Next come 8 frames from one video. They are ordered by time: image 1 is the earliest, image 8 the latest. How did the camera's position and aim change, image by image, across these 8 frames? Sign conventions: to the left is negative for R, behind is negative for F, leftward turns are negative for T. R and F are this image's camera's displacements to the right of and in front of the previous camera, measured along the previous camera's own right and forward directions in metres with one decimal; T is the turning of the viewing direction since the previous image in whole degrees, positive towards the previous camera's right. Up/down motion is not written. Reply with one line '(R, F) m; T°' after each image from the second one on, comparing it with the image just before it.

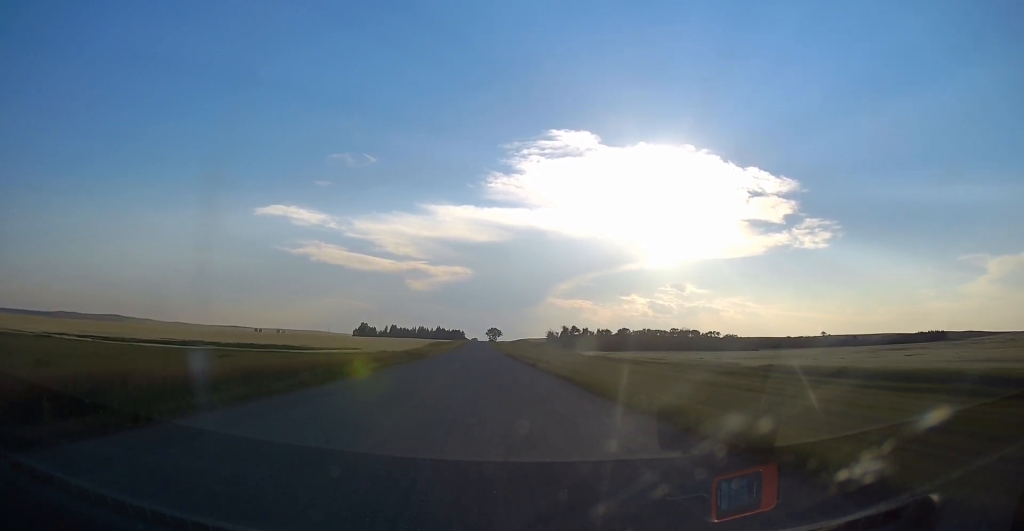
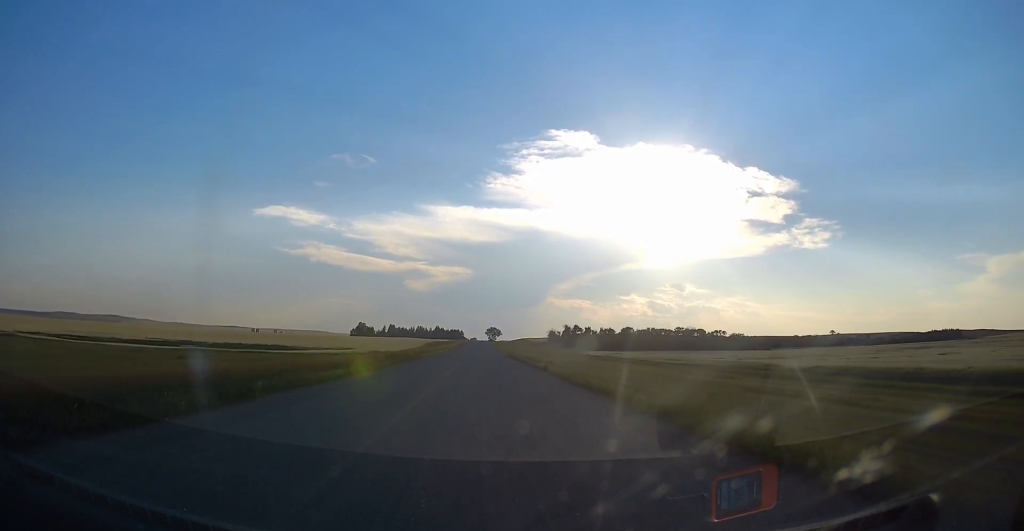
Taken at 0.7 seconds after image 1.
(0.0, +9.8) m; 0°
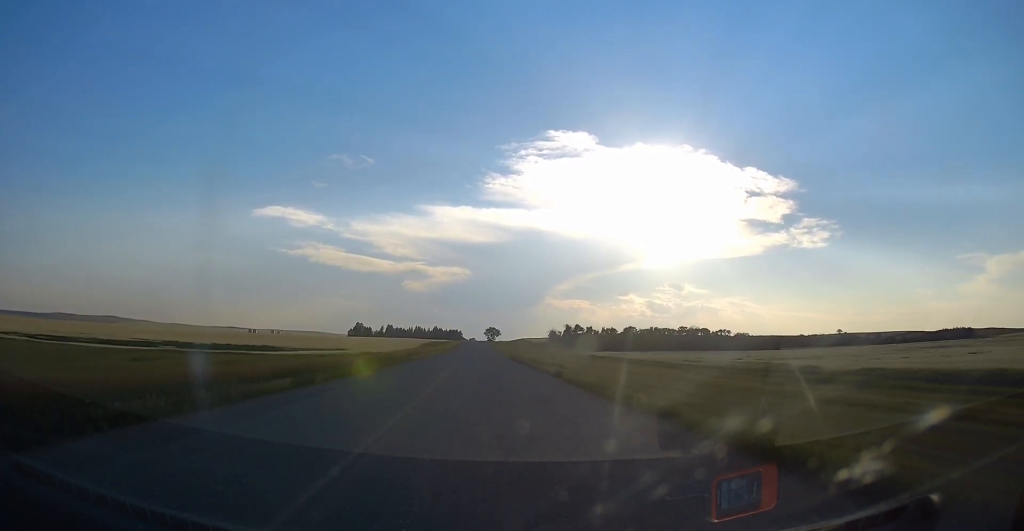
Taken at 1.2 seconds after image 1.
(0.0, +7.8) m; 0°
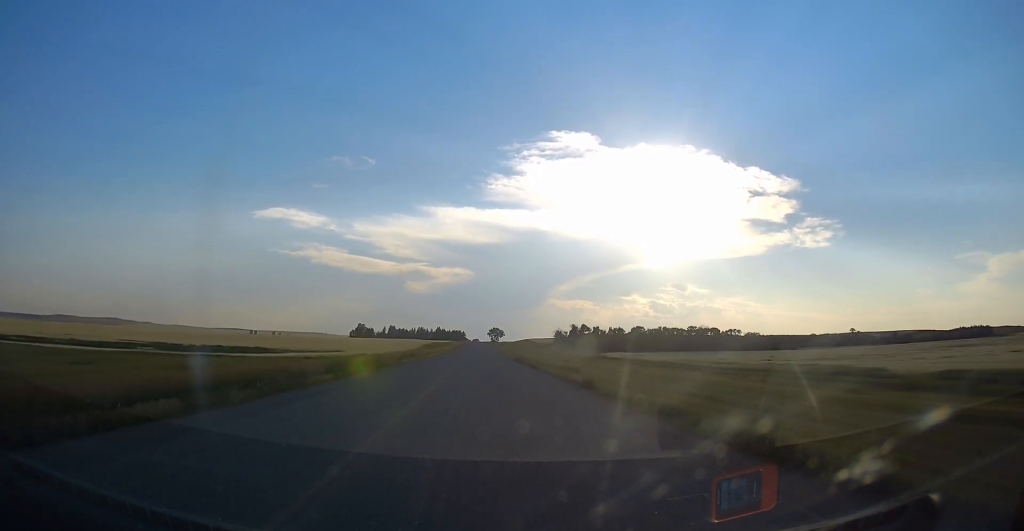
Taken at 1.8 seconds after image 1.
(0.0, +8.8) m; 0°
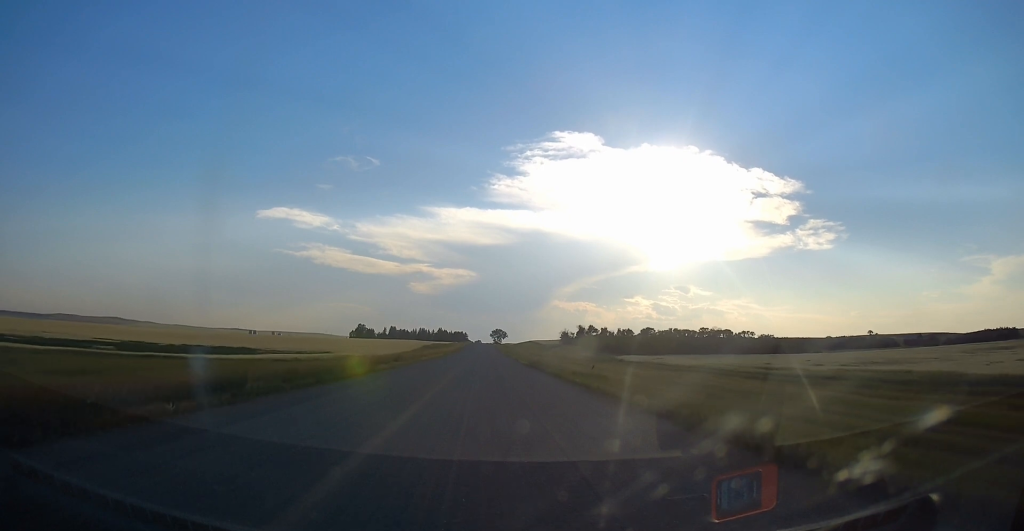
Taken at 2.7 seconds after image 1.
(0.0, +13.3) m; 0°
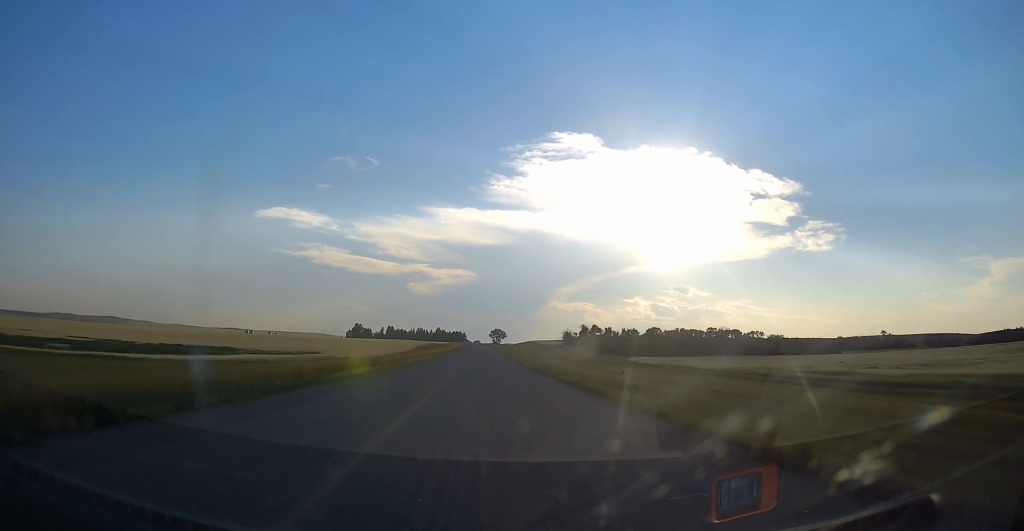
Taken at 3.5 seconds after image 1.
(0.0, +11.5) m; 0°
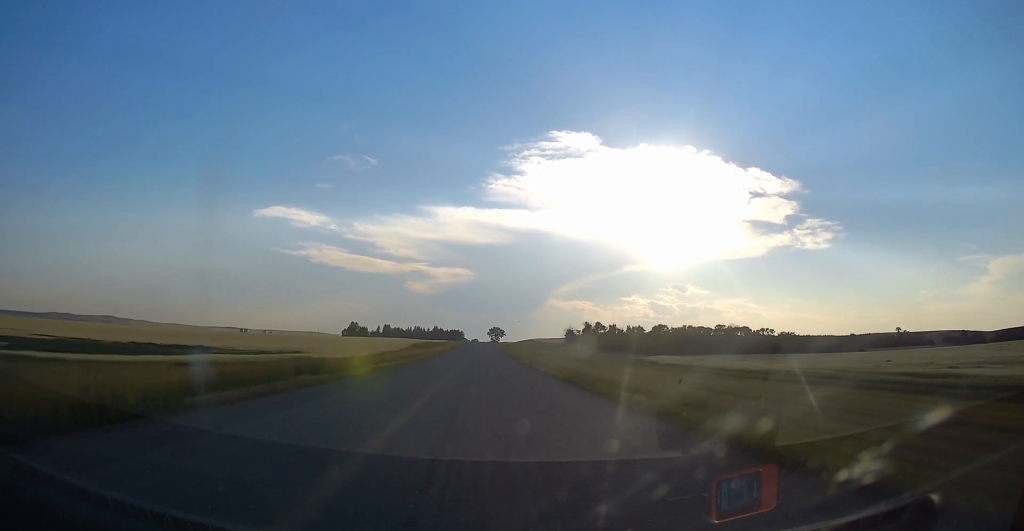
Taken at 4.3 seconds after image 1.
(-0.1, +12.6) m; +2°
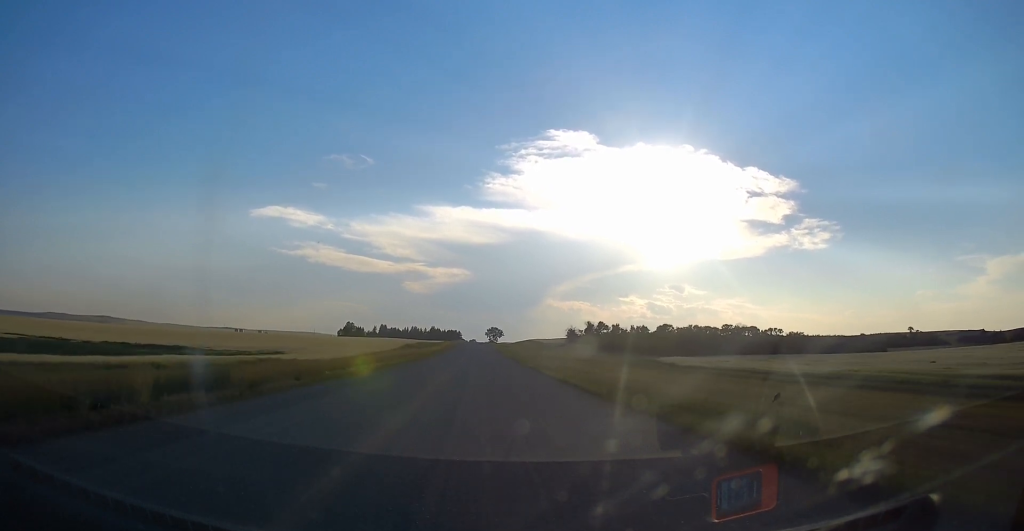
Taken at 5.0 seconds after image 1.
(+0.3, +10.1) m; 0°
